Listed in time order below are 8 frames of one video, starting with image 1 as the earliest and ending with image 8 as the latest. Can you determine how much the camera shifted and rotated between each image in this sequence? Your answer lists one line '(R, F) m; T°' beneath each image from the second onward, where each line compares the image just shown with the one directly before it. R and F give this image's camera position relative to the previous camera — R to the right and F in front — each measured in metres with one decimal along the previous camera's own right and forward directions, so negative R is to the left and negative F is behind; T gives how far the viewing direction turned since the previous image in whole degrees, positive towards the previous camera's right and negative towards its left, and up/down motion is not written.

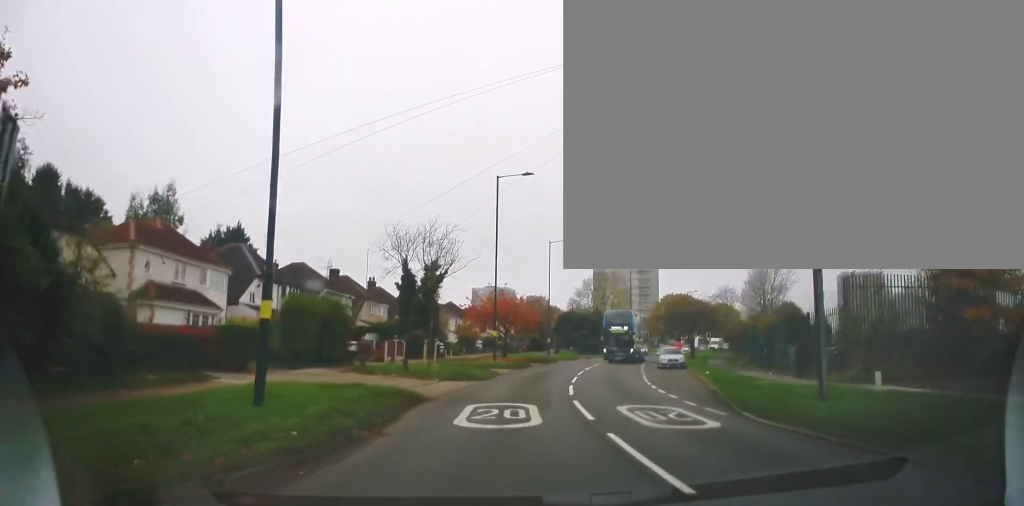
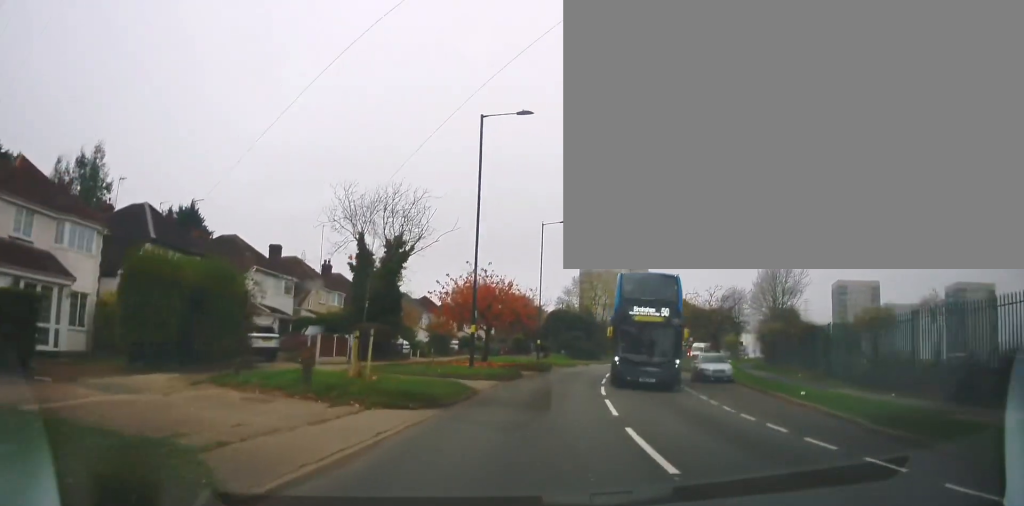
(+0.1, +11.0) m; +5°
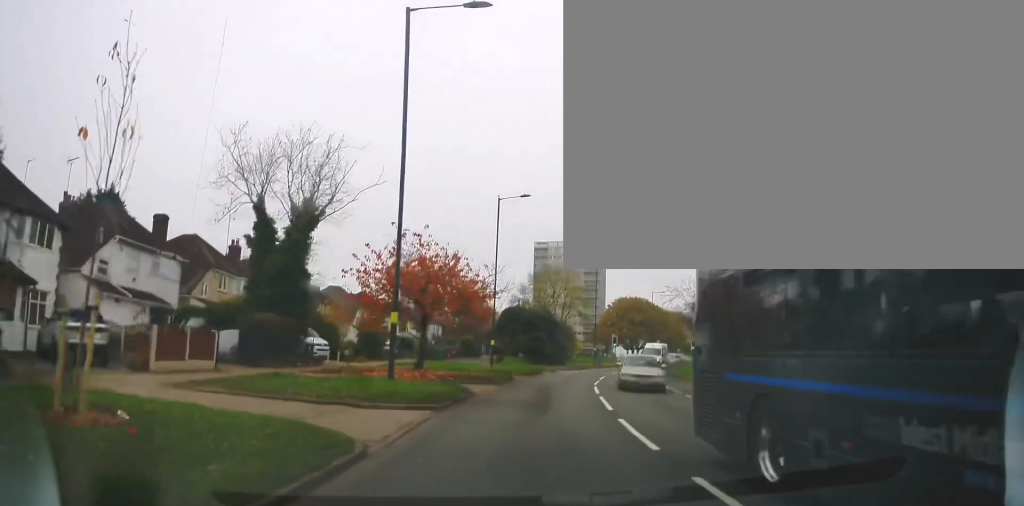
(+0.8, +9.8) m; +5°
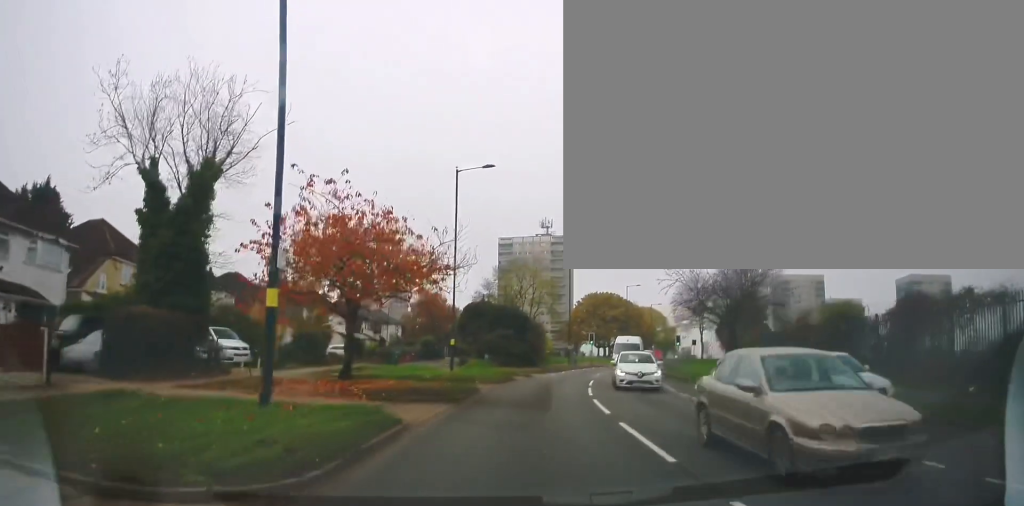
(0.0, +6.7) m; 0°
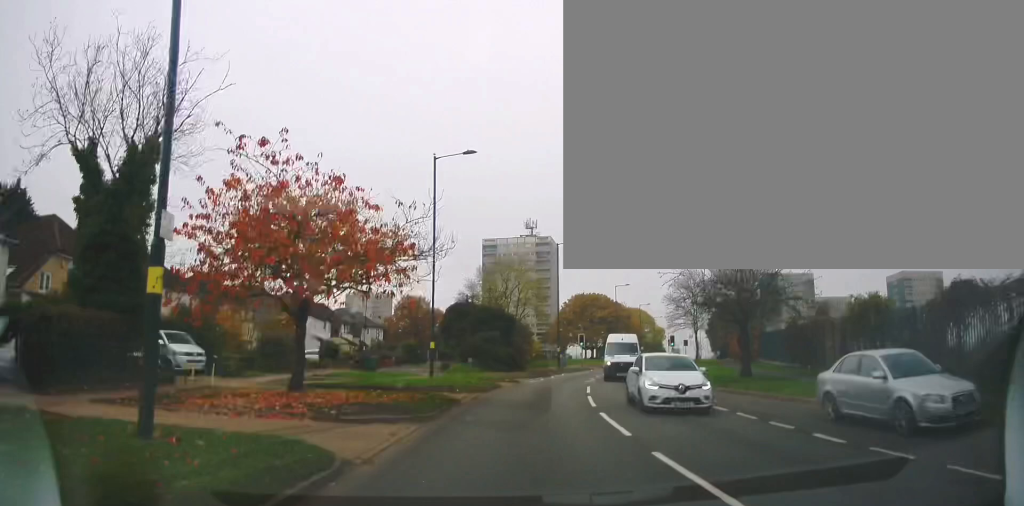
(0.0, +3.4) m; 0°
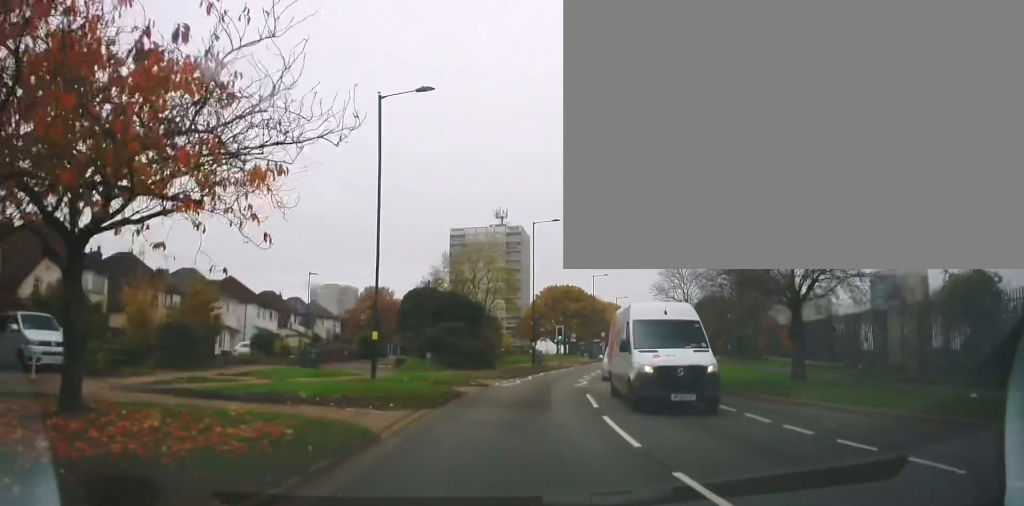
(0.0, +7.5) m; +6°
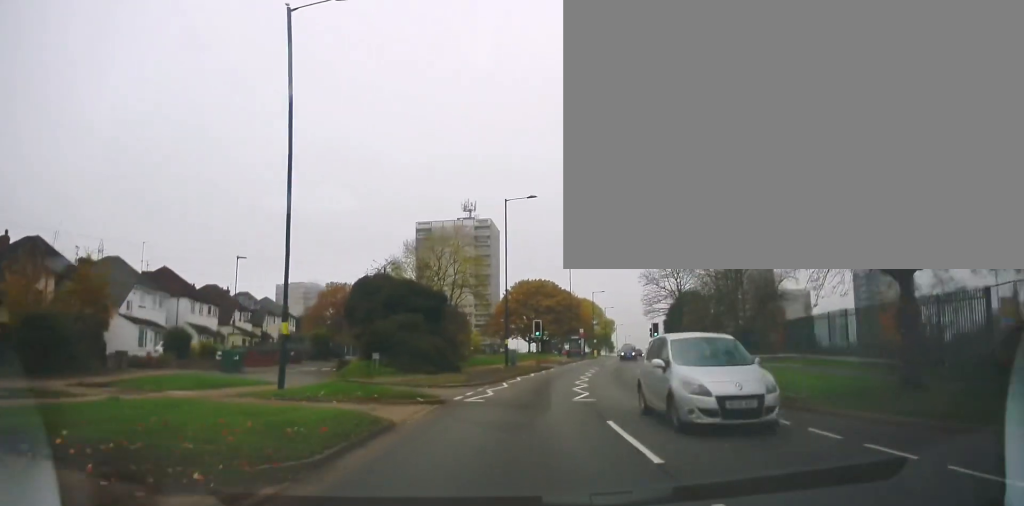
(+0.7, +7.1) m; +5°
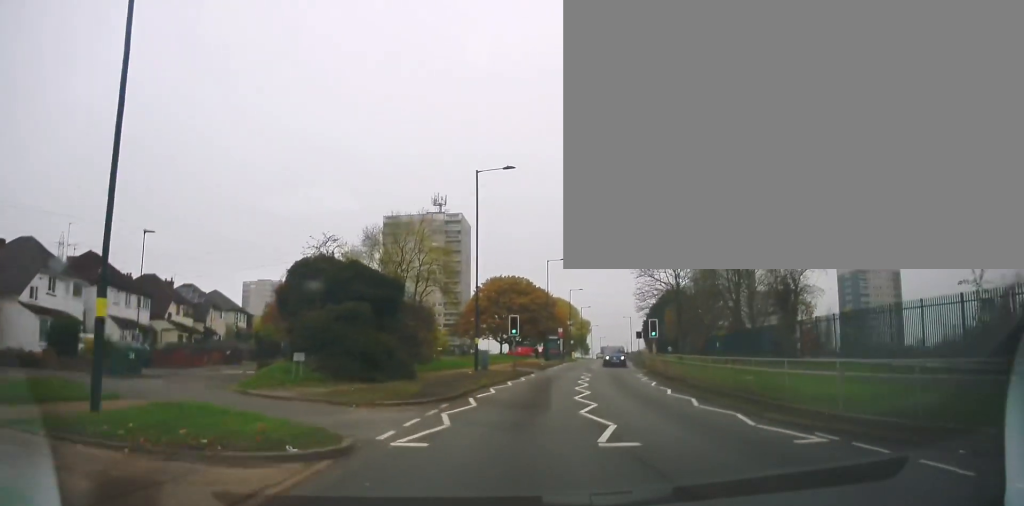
(0.0, +7.8) m; -1°
